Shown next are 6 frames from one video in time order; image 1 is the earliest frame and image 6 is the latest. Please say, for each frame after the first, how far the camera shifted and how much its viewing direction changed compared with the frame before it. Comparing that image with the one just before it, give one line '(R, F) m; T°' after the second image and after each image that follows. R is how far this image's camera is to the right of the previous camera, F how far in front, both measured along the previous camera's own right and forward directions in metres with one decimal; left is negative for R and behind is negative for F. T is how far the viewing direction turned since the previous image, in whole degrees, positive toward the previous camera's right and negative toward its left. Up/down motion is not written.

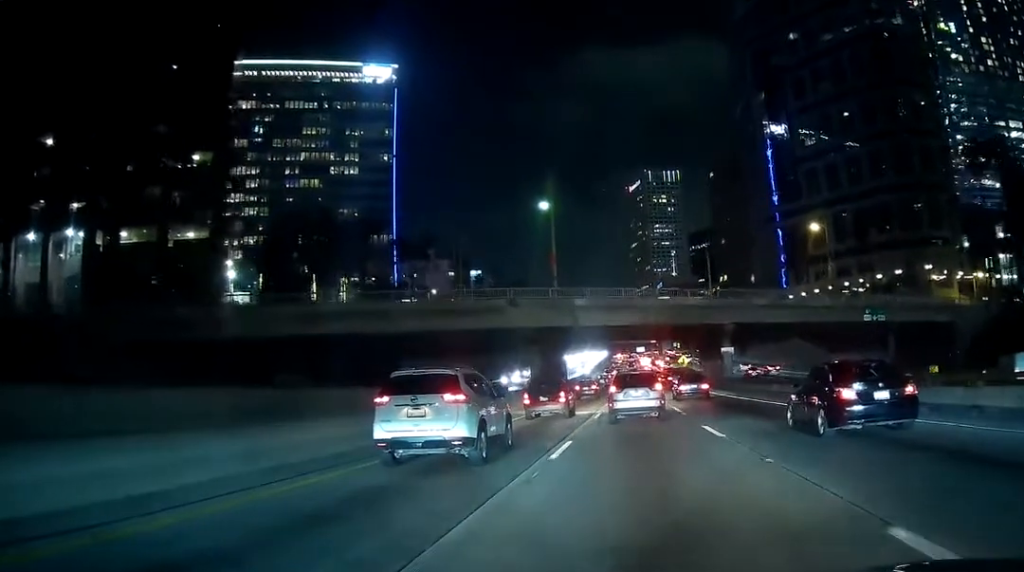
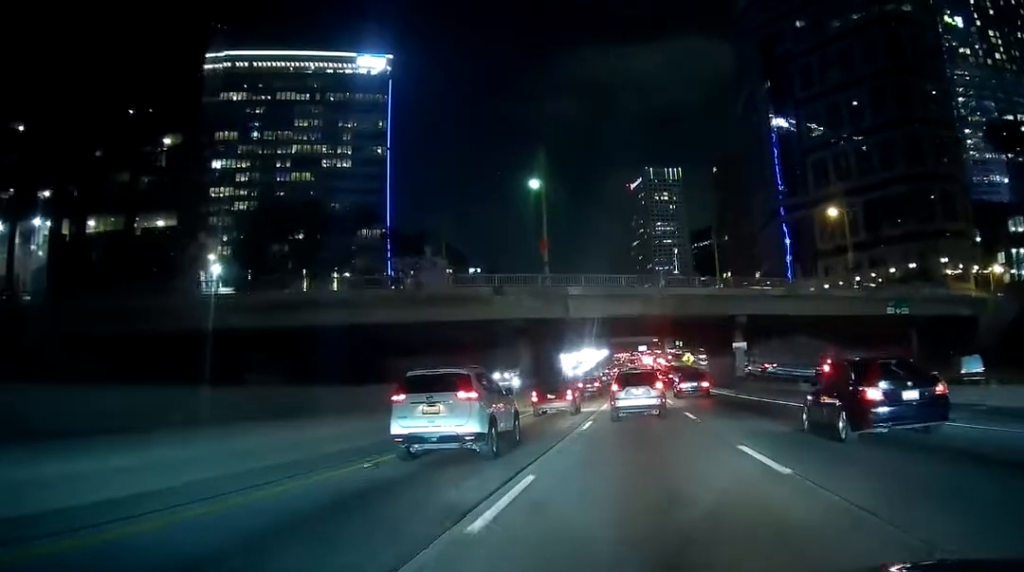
(-0.1, +6.8) m; 0°
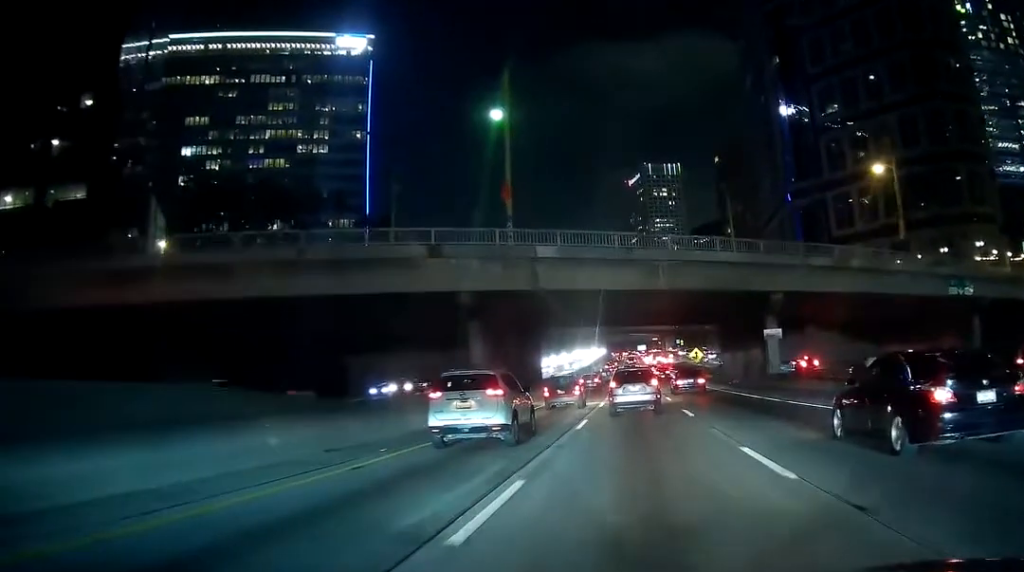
(+0.2, +15.0) m; +1°
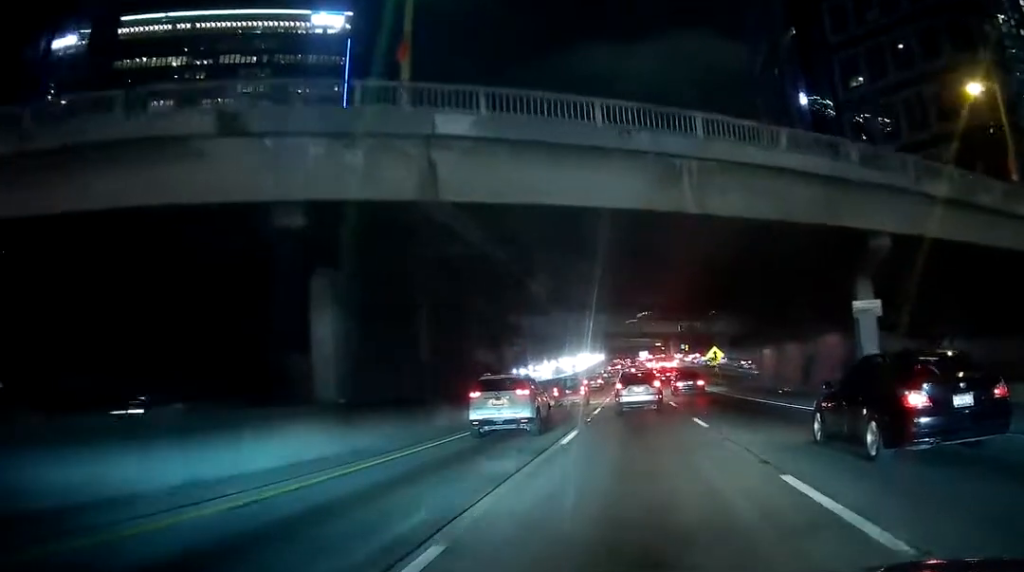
(+0.5, +19.0) m; +2°
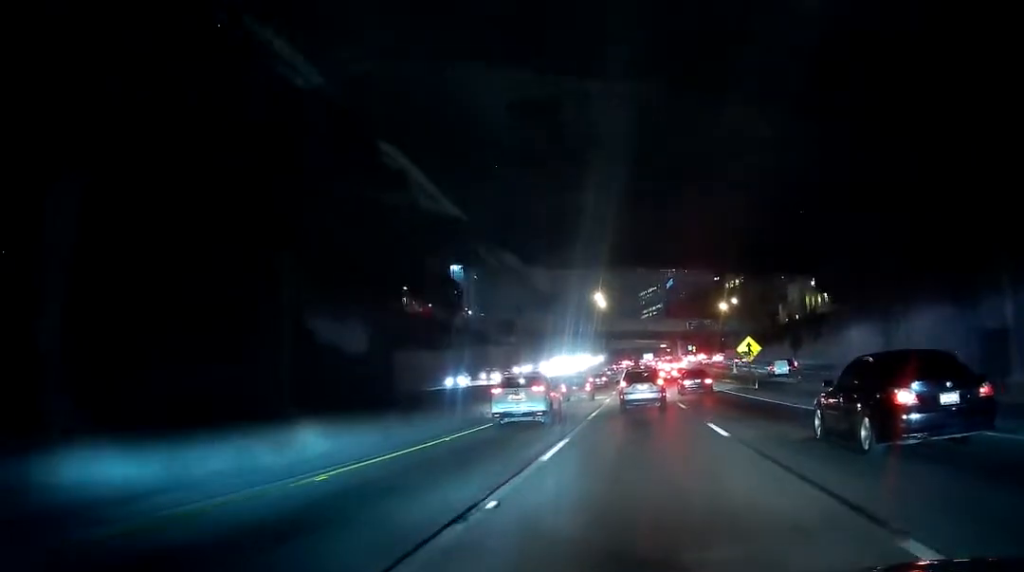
(-0.5, +18.5) m; -2°
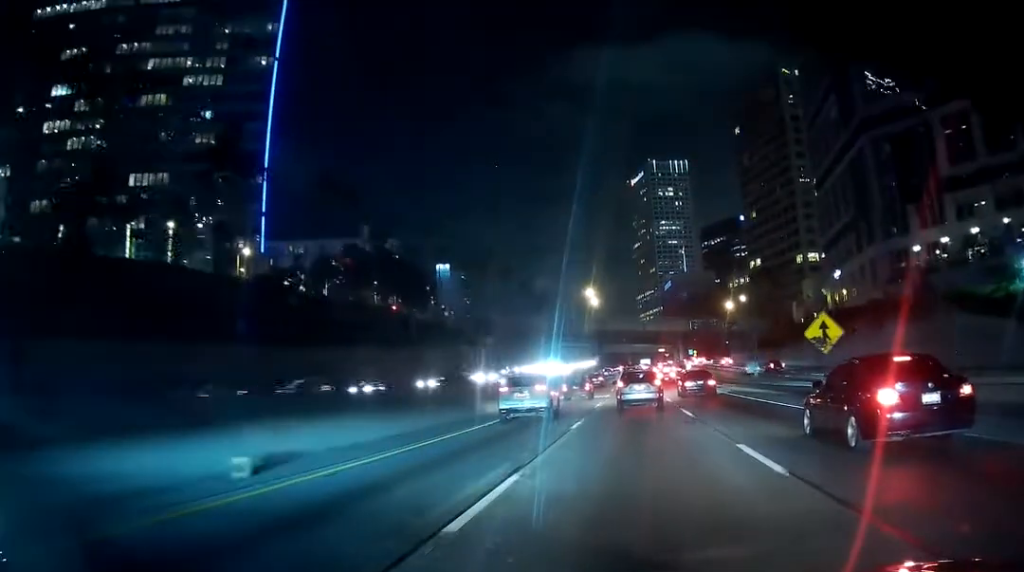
(+0.9, +21.0) m; +4°
